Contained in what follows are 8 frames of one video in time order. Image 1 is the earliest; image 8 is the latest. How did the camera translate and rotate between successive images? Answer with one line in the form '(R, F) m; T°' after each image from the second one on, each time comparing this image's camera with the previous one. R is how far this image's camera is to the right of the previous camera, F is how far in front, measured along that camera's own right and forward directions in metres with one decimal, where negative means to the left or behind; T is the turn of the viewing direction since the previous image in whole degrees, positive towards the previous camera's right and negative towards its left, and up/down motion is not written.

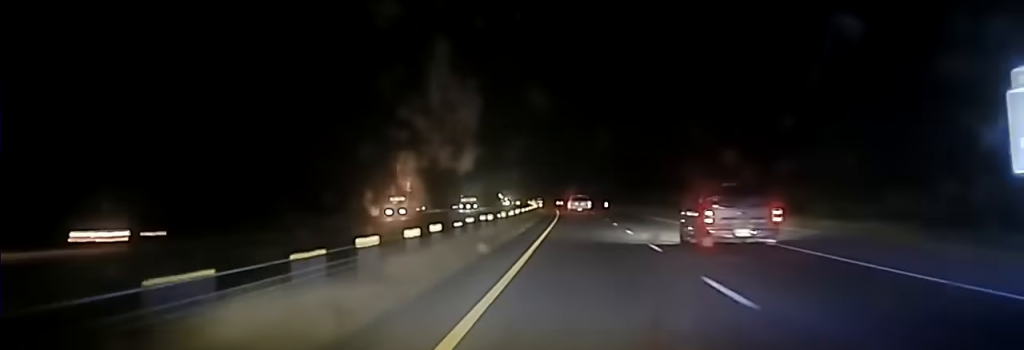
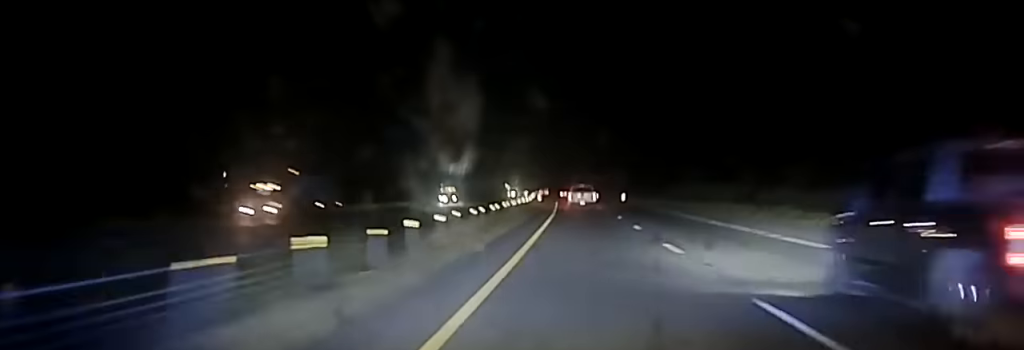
(-0.1, +41.4) m; 0°
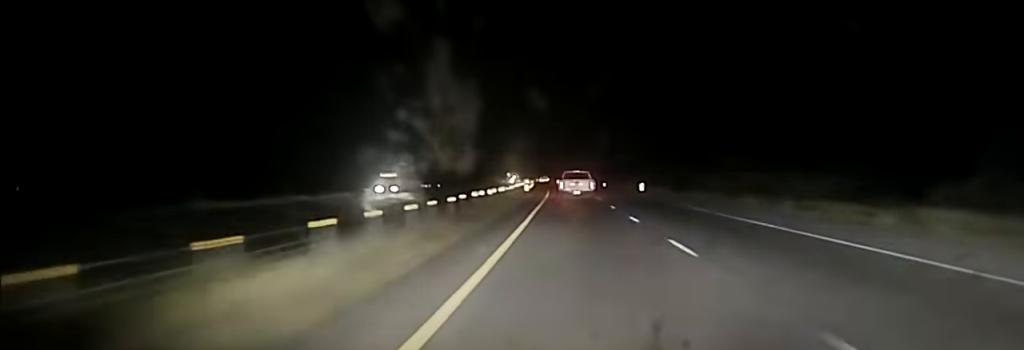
(-0.2, +42.7) m; -1°
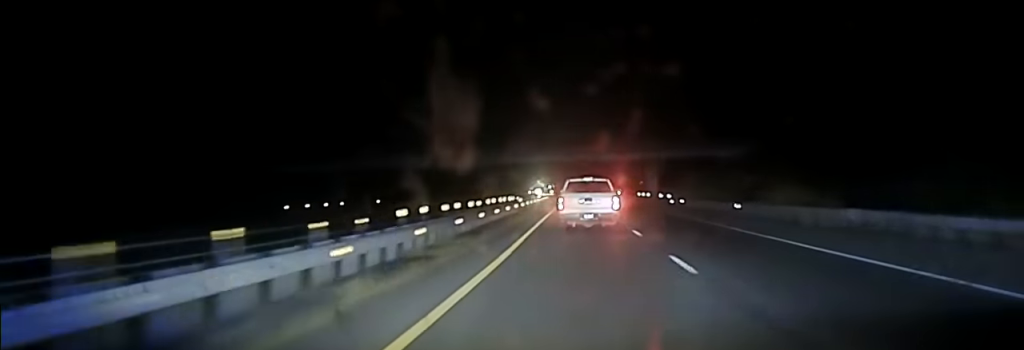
(-3.1, +110.0) m; -3°
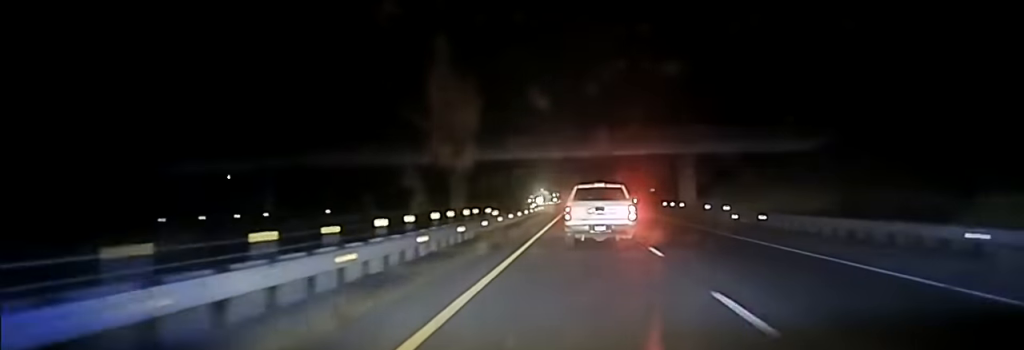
(-0.1, +30.0) m; 0°
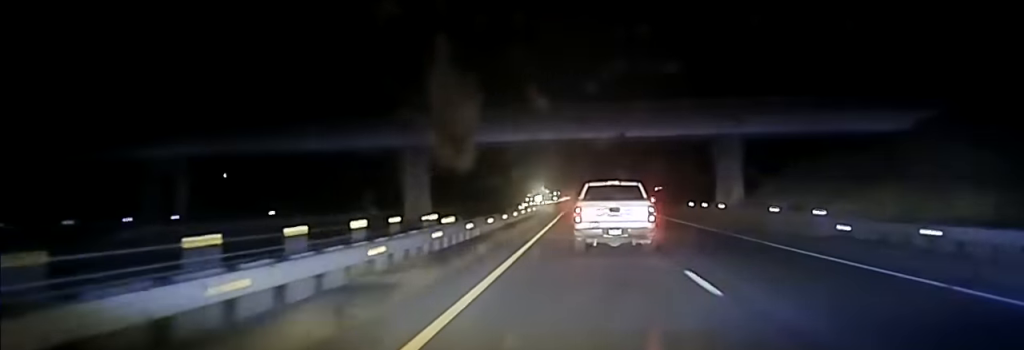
(+0.1, +18.5) m; 0°
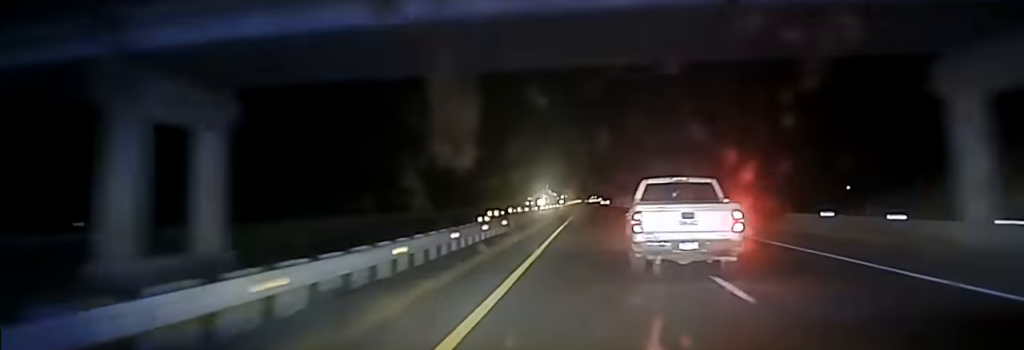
(-0.2, +33.8) m; 0°
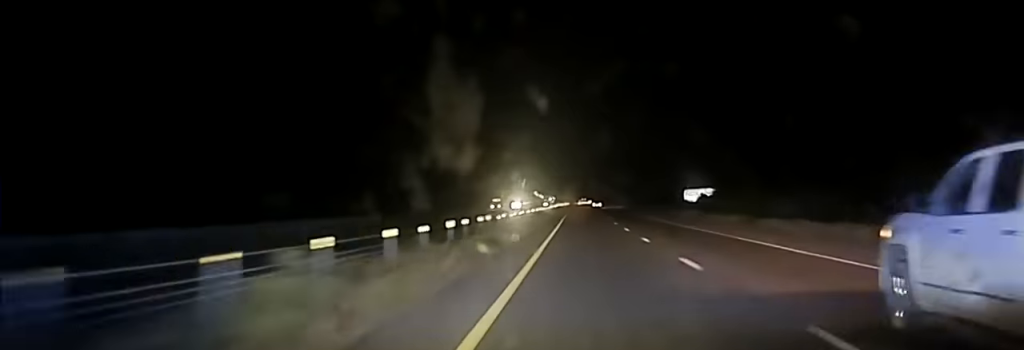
(+0.4, +64.2) m; +1°
